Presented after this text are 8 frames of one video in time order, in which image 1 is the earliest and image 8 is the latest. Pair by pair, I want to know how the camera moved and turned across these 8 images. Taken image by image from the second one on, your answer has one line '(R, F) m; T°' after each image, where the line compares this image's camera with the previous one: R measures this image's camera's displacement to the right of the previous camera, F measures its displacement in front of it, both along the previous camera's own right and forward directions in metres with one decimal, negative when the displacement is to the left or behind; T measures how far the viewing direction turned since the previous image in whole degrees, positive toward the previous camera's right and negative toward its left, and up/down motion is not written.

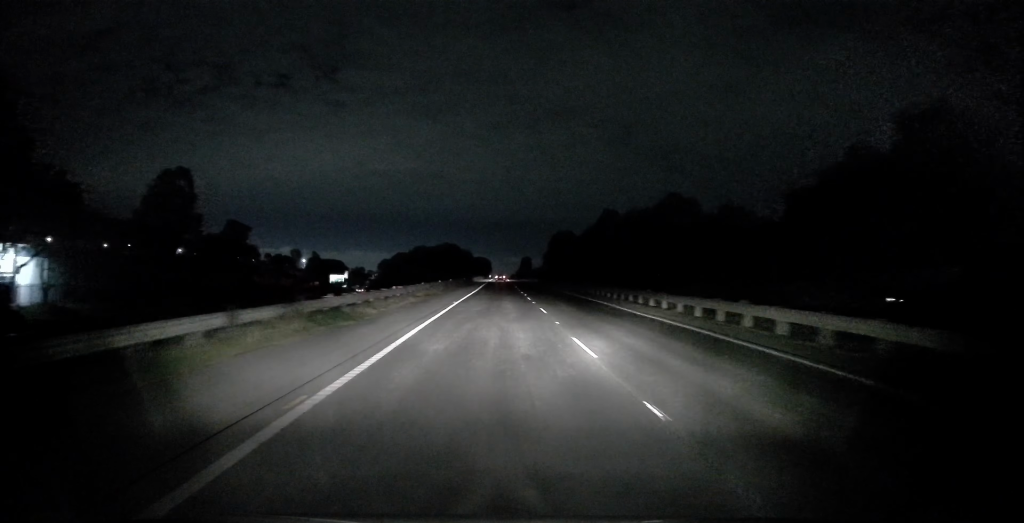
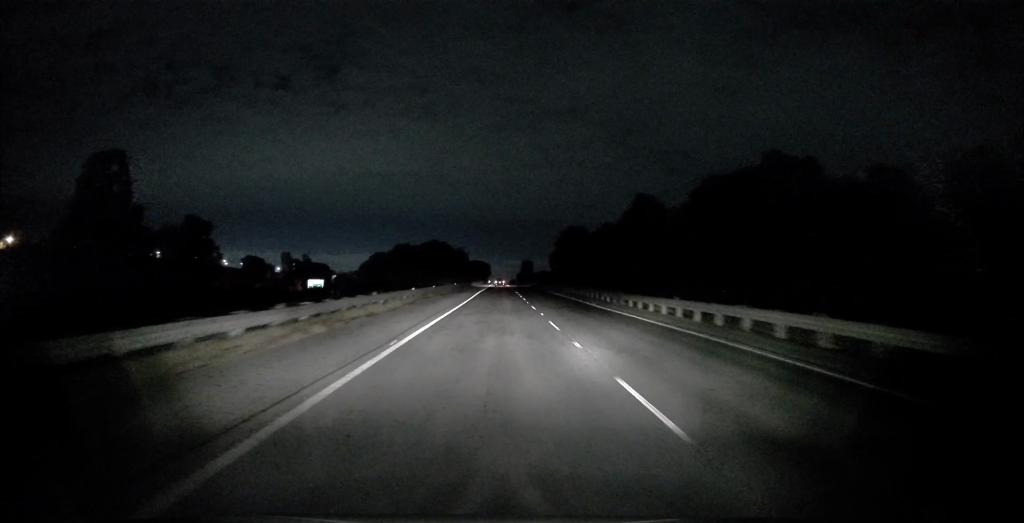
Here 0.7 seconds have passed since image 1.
(+0.2, +17.5) m; 0°
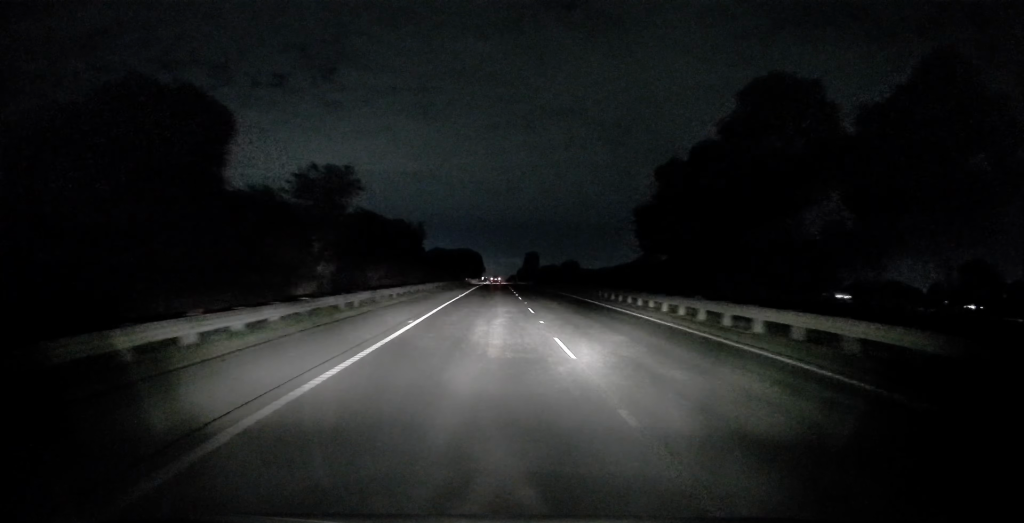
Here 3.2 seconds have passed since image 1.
(-0.5, +67.1) m; -1°
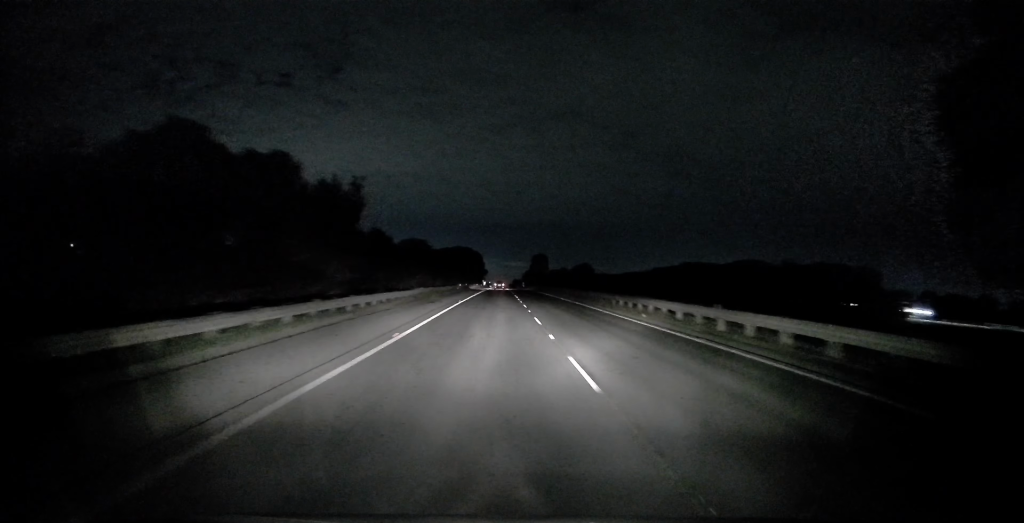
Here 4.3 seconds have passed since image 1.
(-0.8, +26.9) m; 0°
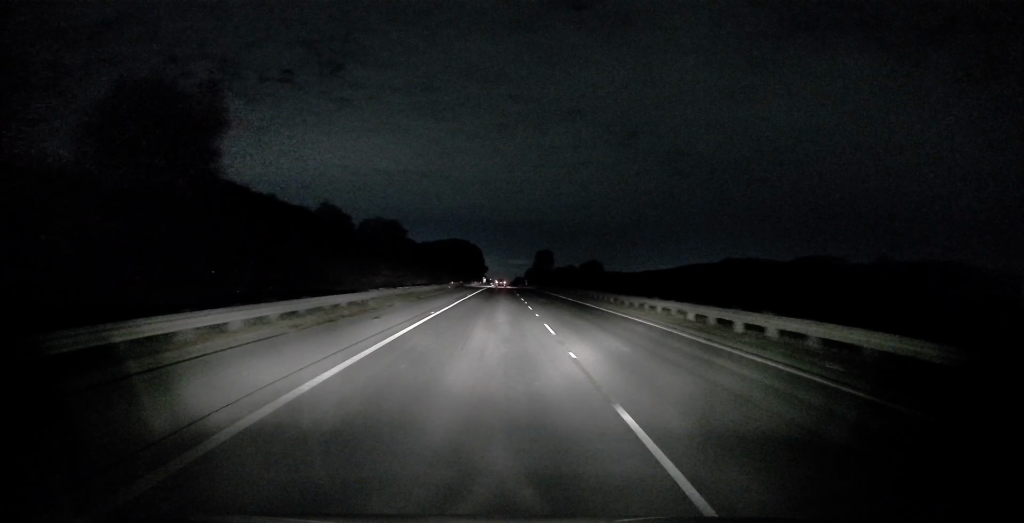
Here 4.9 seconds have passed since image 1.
(+0.3, +16.3) m; +1°
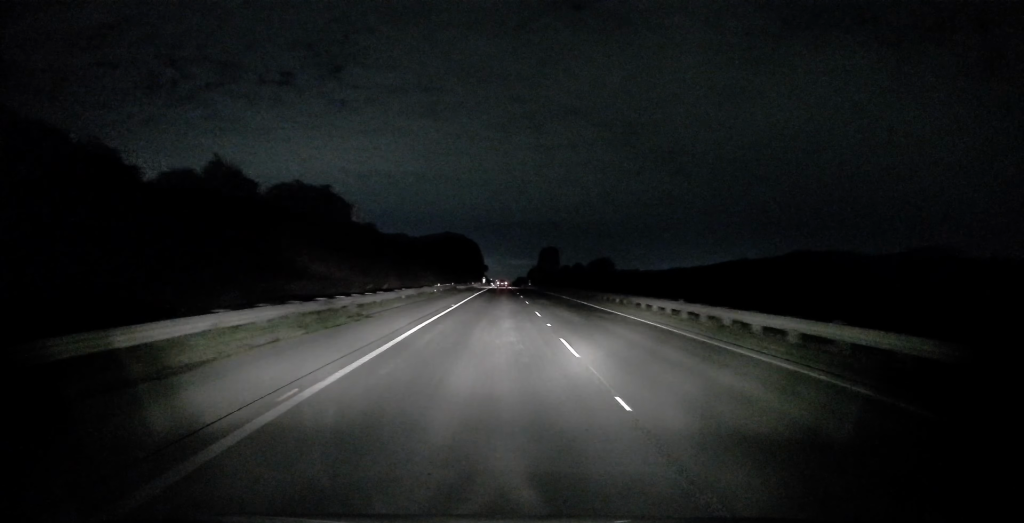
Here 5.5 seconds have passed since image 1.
(+1.0, +16.2) m; +1°
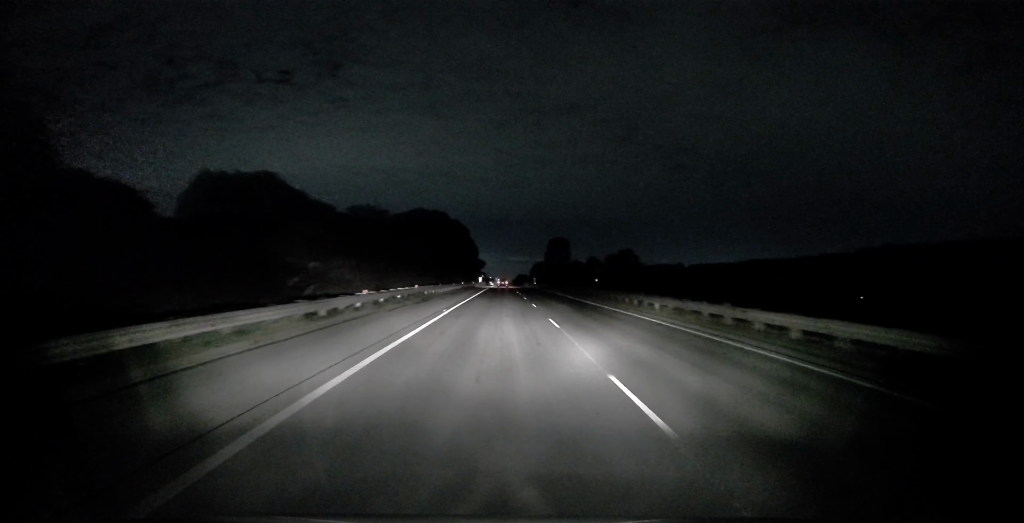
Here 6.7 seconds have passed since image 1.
(-1.2, +29.6) m; -1°
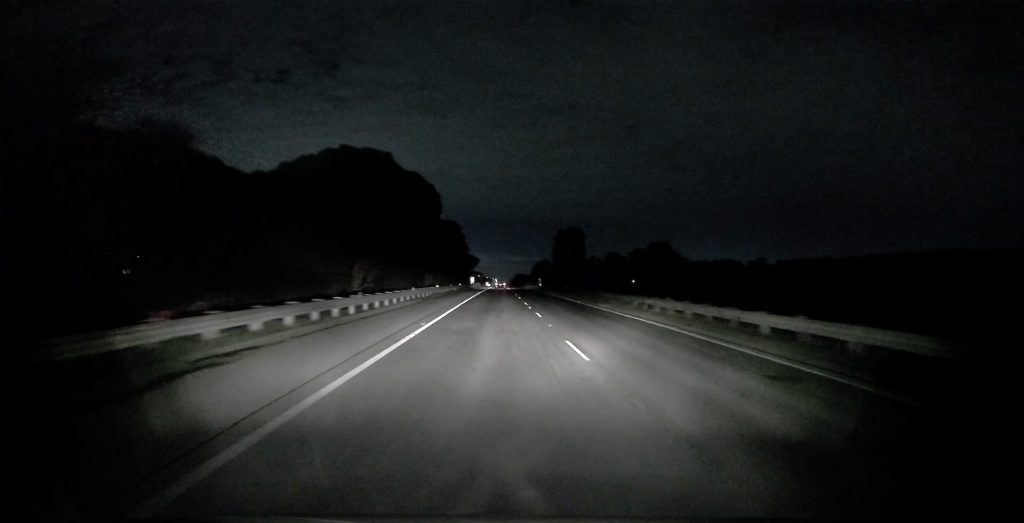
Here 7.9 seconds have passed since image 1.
(+0.7, +30.4) m; +1°
